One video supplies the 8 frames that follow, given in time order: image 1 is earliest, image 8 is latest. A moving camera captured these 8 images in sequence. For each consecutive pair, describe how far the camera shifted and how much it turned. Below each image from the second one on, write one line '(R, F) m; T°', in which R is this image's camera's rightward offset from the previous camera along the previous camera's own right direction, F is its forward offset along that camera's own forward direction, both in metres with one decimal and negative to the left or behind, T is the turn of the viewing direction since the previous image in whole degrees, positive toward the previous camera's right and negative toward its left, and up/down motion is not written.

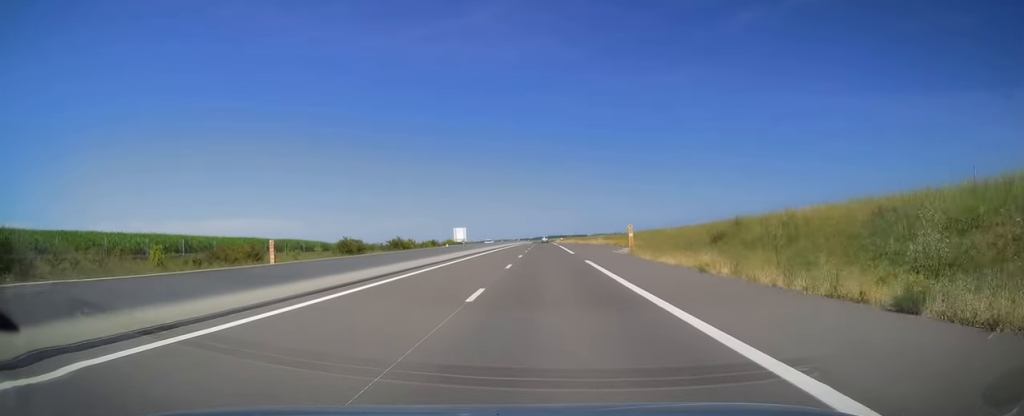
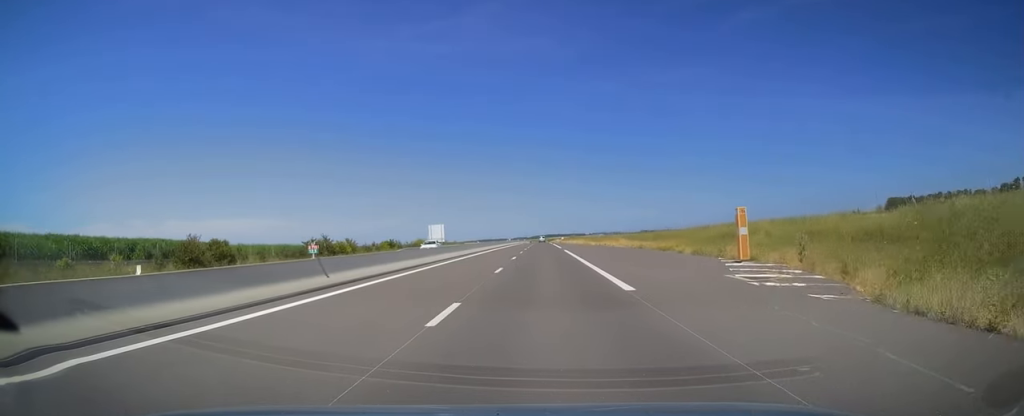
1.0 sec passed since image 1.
(-0.1, +29.7) m; 0°
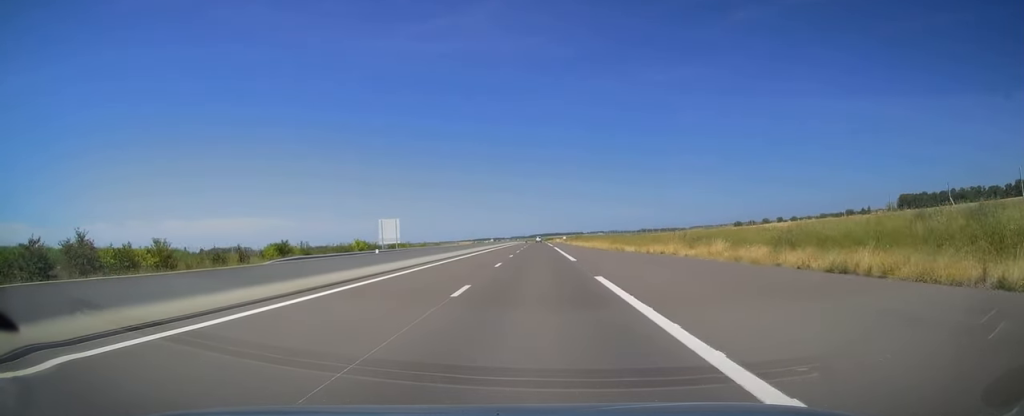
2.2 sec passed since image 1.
(+0.4, +34.6) m; 0°
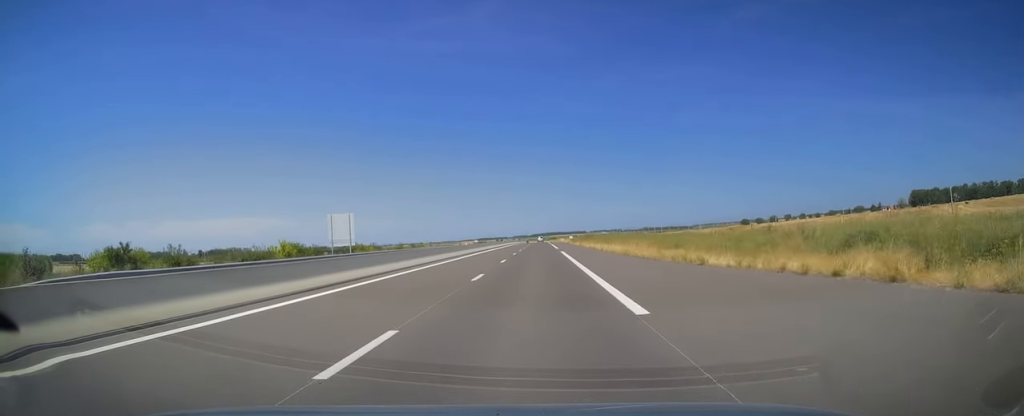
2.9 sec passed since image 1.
(-0.1, +21.2) m; 0°
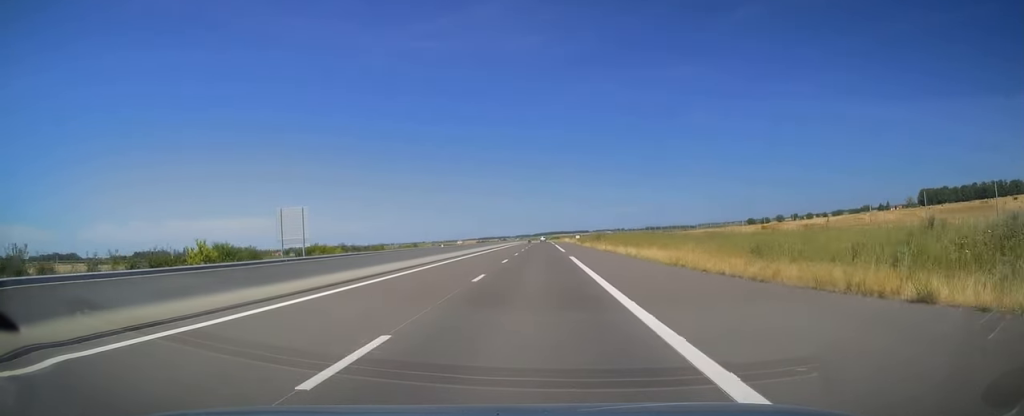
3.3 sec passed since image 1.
(-0.2, +13.3) m; 0°
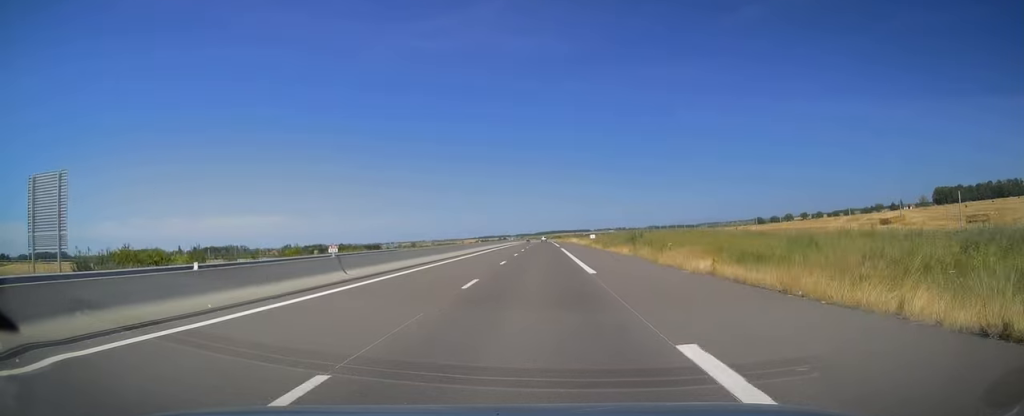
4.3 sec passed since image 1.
(+0.3, +28.6) m; 0°
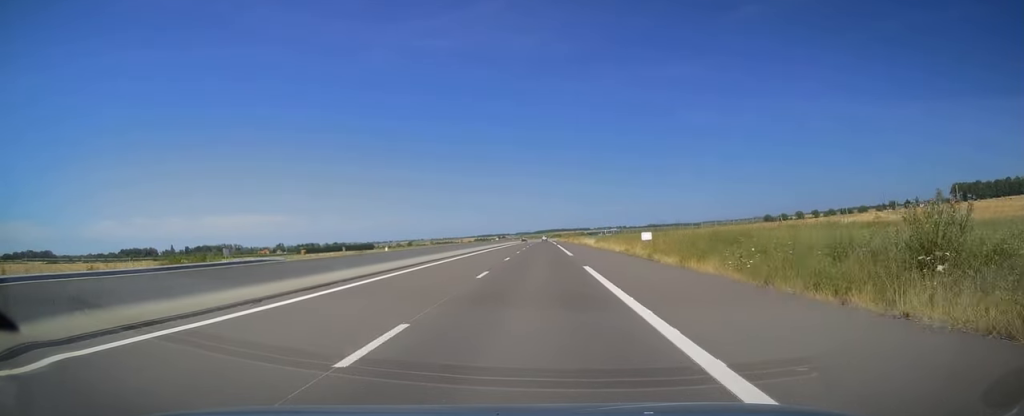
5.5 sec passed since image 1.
(-0.3, +35.5) m; 0°
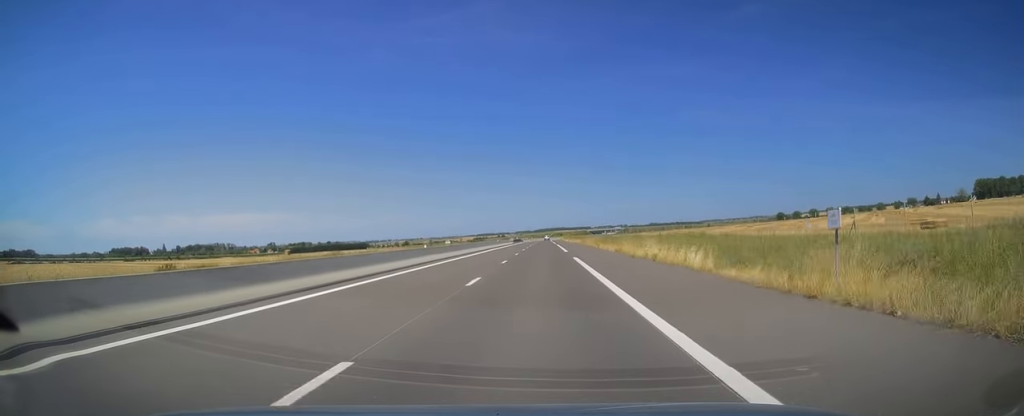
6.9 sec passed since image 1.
(+0.2, +41.9) m; 0°
